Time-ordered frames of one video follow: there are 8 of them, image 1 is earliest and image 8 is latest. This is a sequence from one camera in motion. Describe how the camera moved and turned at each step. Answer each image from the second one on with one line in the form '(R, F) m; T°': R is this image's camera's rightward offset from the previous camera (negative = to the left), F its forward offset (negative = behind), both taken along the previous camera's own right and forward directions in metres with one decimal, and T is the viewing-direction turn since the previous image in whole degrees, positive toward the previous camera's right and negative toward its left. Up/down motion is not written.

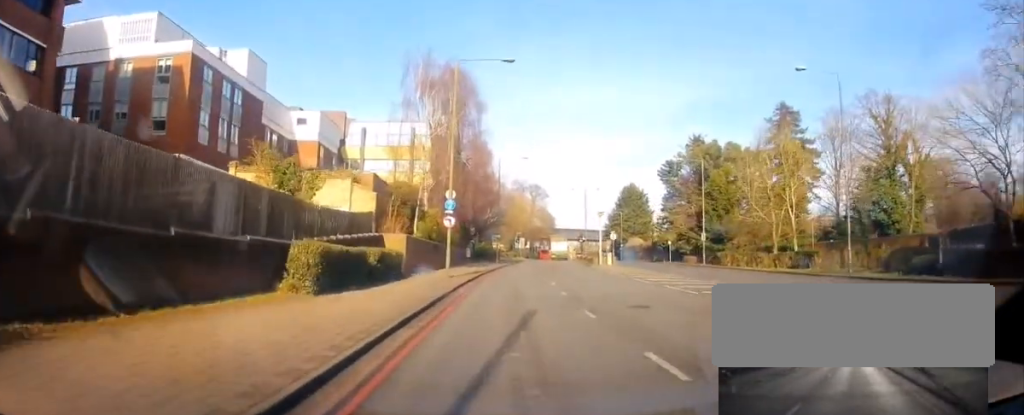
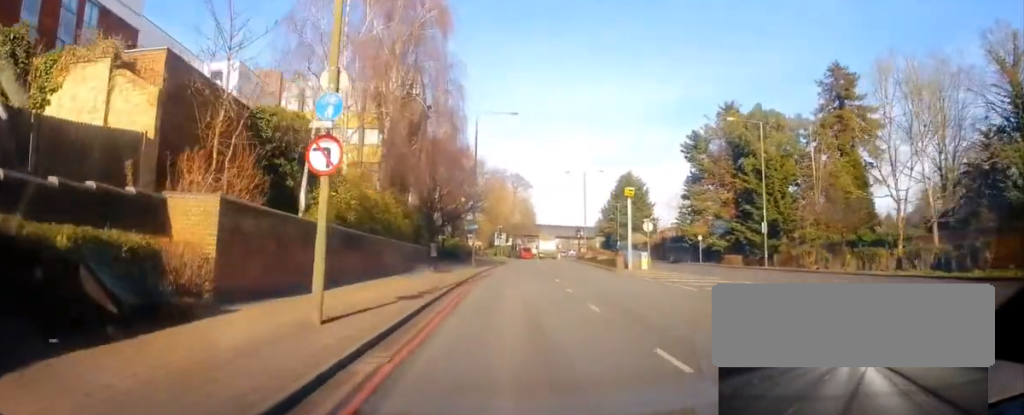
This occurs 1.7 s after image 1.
(+0.3, +18.3) m; +1°
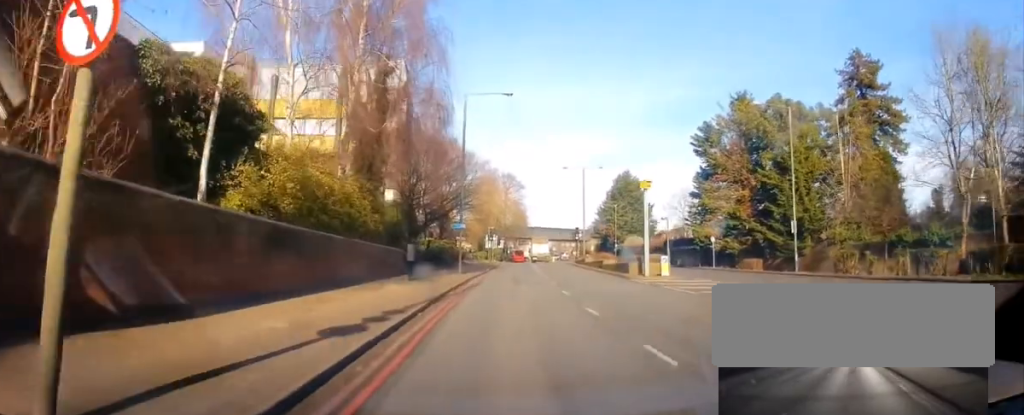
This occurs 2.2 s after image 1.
(0.0, +5.6) m; 0°
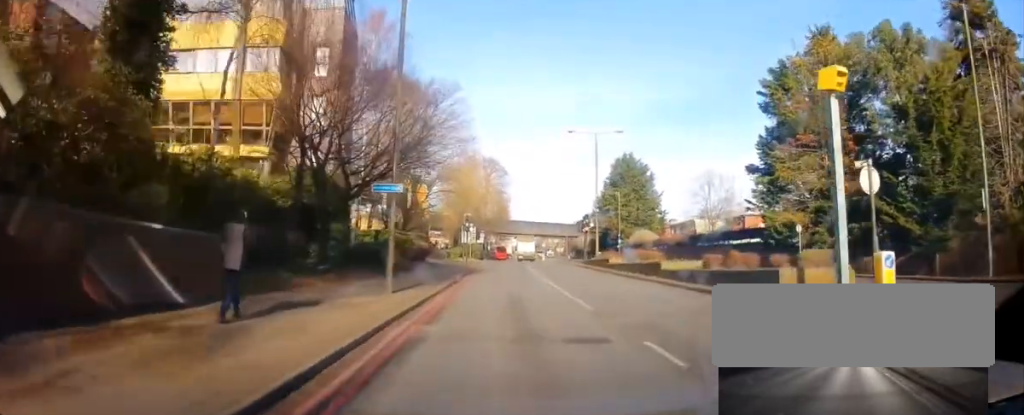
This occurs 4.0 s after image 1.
(+0.6, +18.3) m; +4°
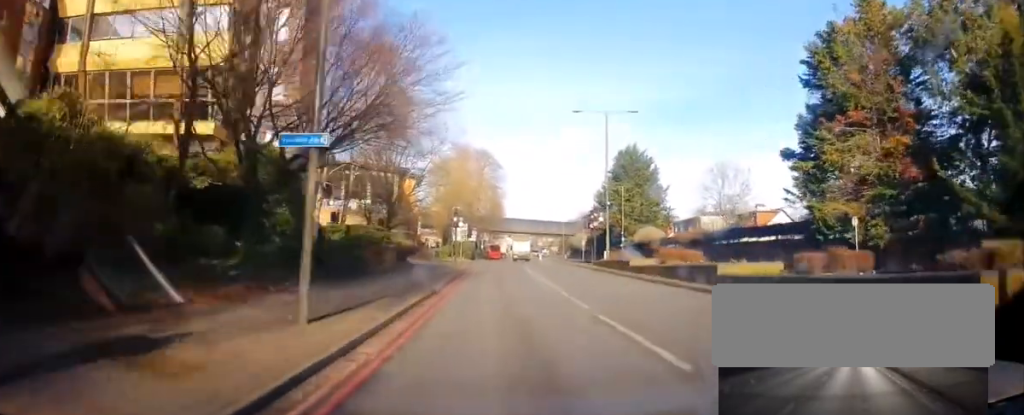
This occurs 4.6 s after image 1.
(+0.1, +6.7) m; +1°
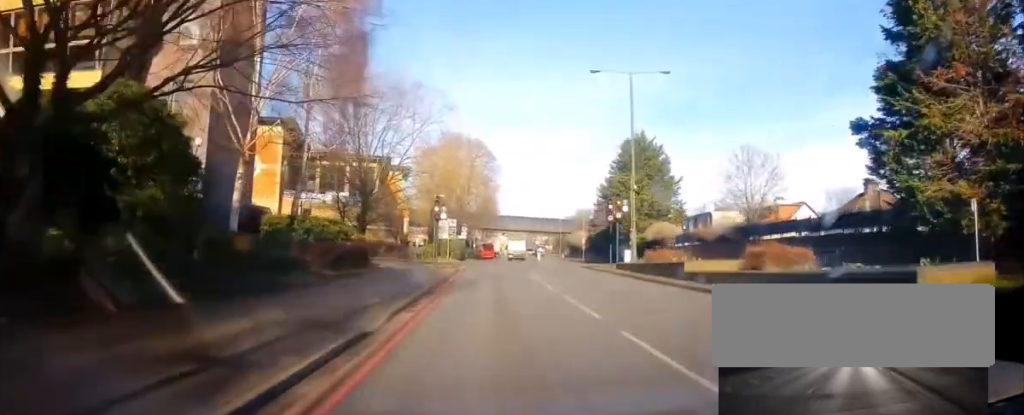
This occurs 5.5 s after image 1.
(-0.2, +9.1) m; 0°
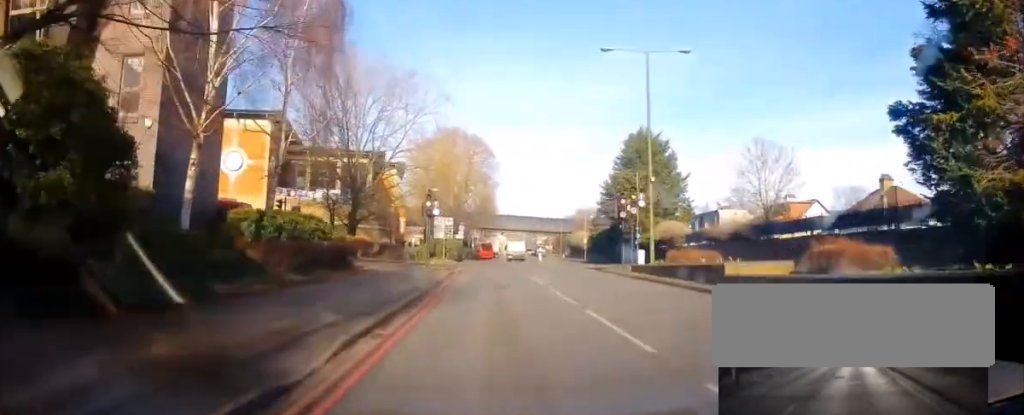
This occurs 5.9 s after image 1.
(+0.1, +3.5) m; 0°
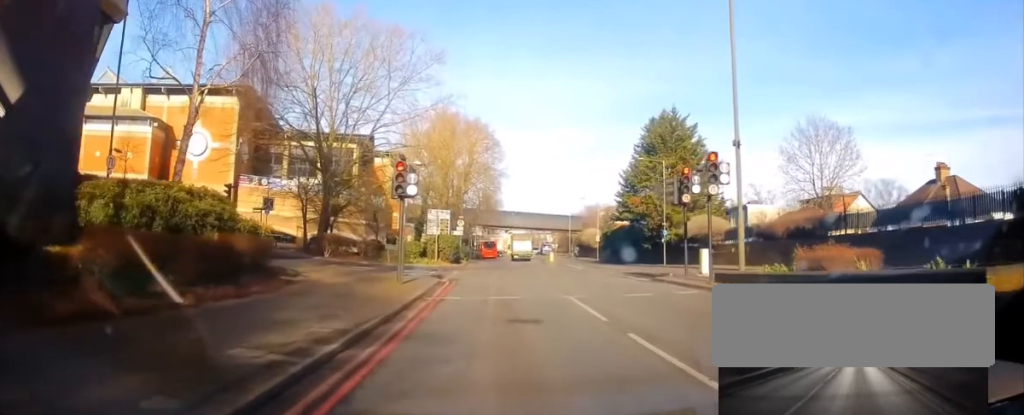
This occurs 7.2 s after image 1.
(-0.2, +9.8) m; -1°
